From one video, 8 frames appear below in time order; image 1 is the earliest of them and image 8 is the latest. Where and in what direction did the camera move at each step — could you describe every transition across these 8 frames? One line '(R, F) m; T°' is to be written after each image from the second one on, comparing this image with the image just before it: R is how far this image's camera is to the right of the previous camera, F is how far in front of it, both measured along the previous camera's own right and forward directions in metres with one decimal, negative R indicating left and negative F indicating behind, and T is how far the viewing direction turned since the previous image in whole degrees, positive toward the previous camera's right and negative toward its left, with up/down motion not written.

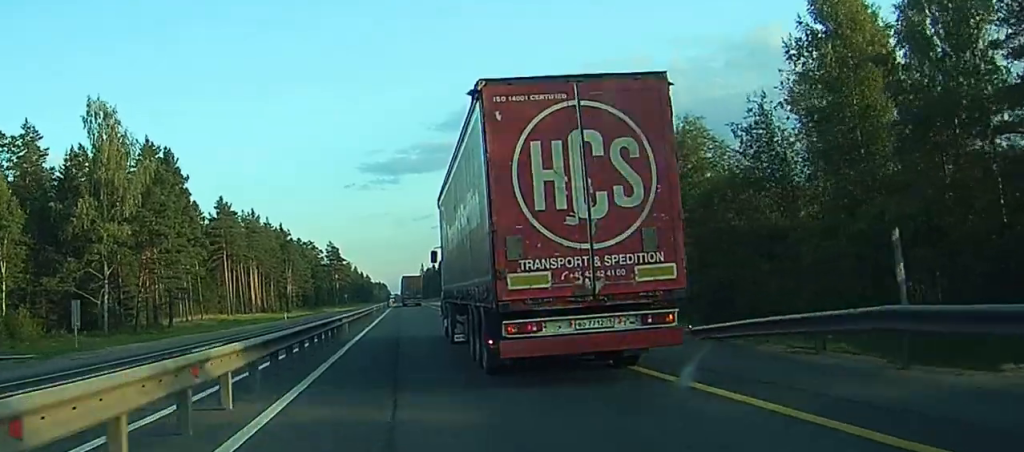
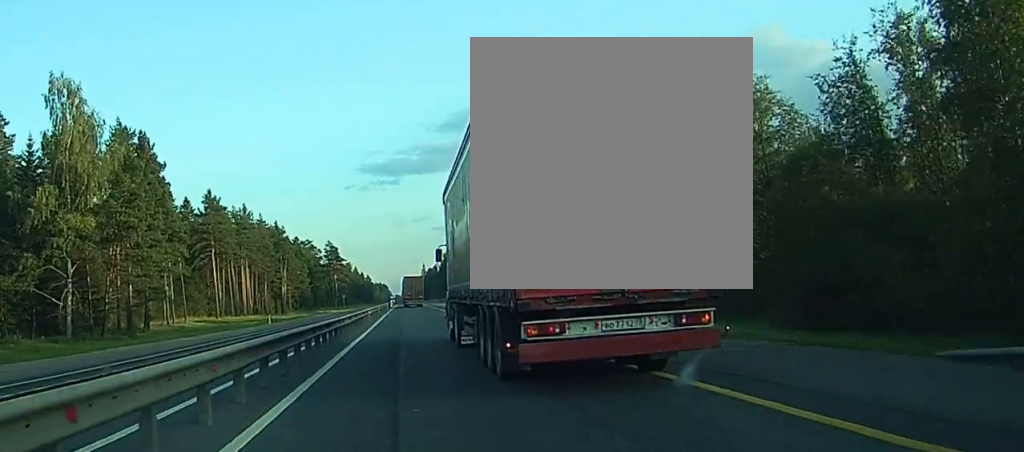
(0.0, +12.6) m; 0°
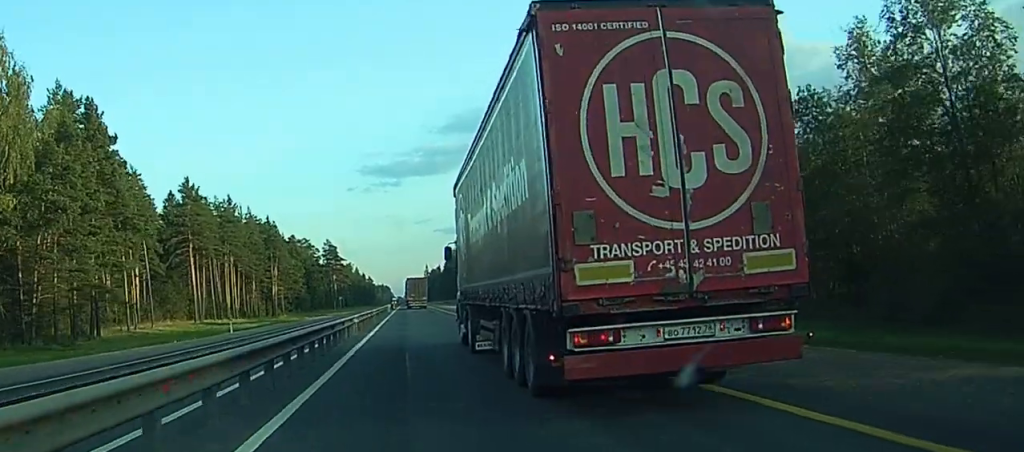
(0.0, +20.8) m; 0°
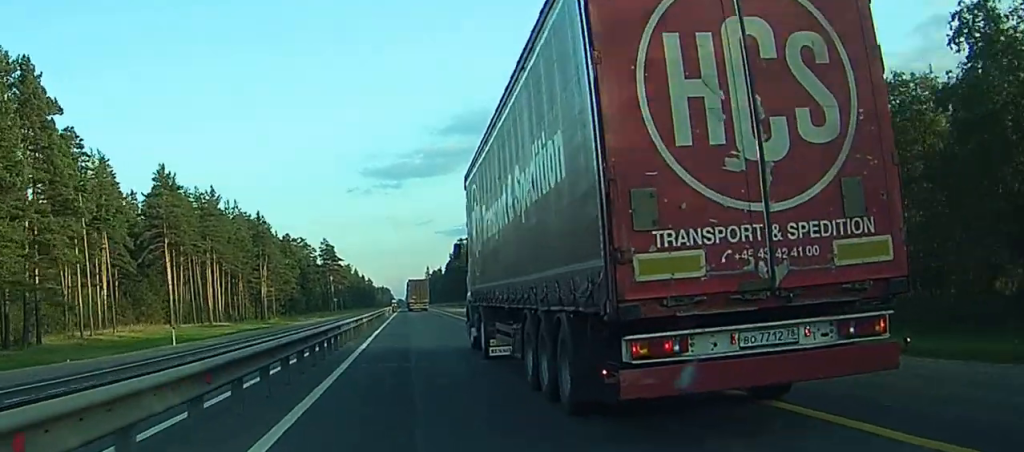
(0.0, +17.7) m; 0°
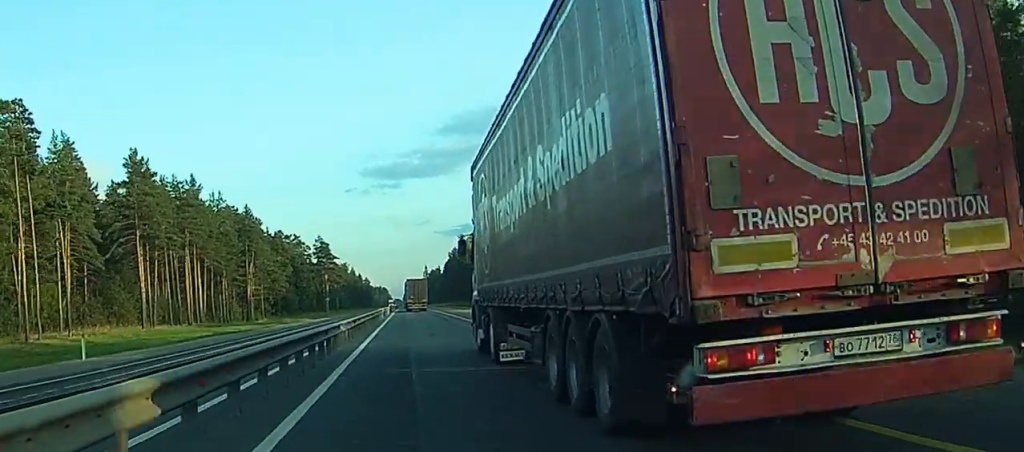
(0.0, +14.3) m; 0°
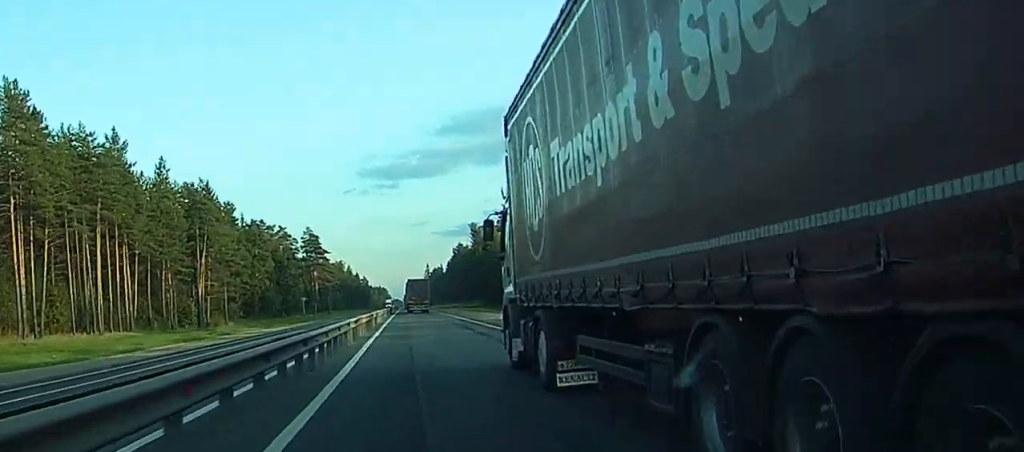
(-0.1, +40.6) m; 0°
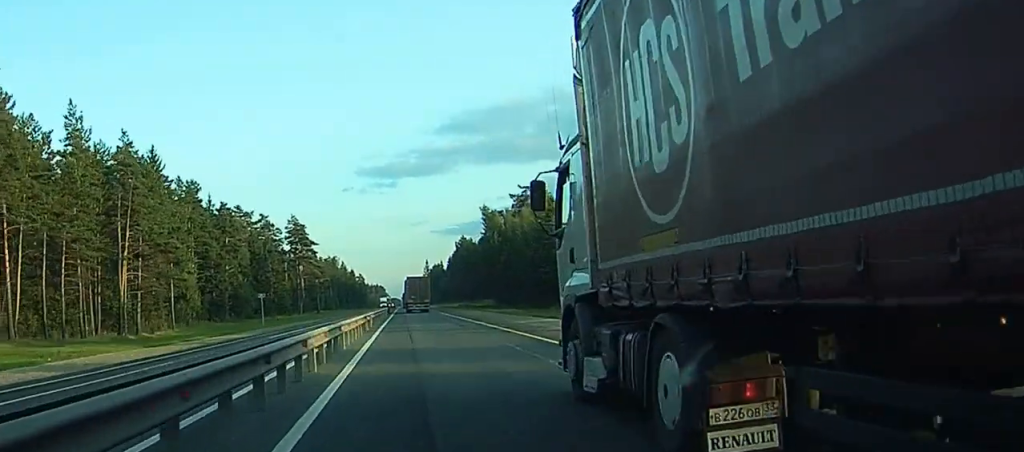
(-0.1, +33.4) m; 0°
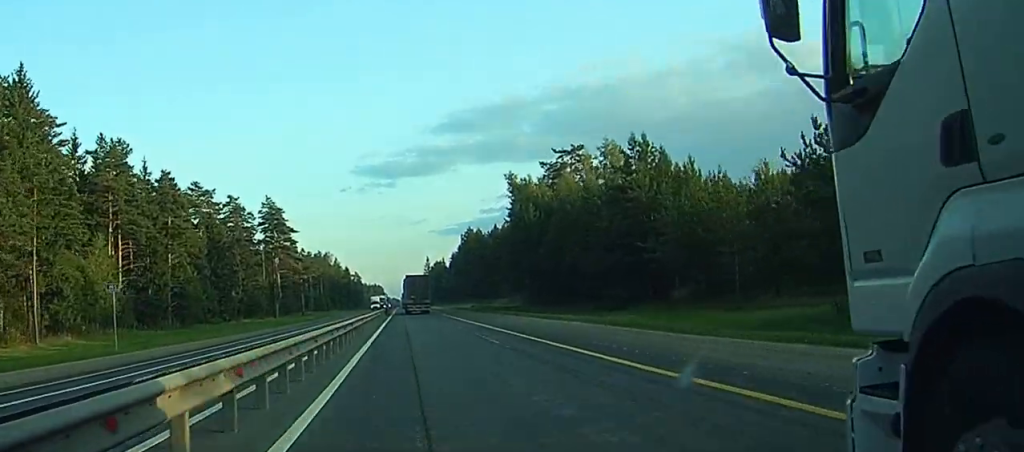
(+0.1, +41.5) m; 0°
